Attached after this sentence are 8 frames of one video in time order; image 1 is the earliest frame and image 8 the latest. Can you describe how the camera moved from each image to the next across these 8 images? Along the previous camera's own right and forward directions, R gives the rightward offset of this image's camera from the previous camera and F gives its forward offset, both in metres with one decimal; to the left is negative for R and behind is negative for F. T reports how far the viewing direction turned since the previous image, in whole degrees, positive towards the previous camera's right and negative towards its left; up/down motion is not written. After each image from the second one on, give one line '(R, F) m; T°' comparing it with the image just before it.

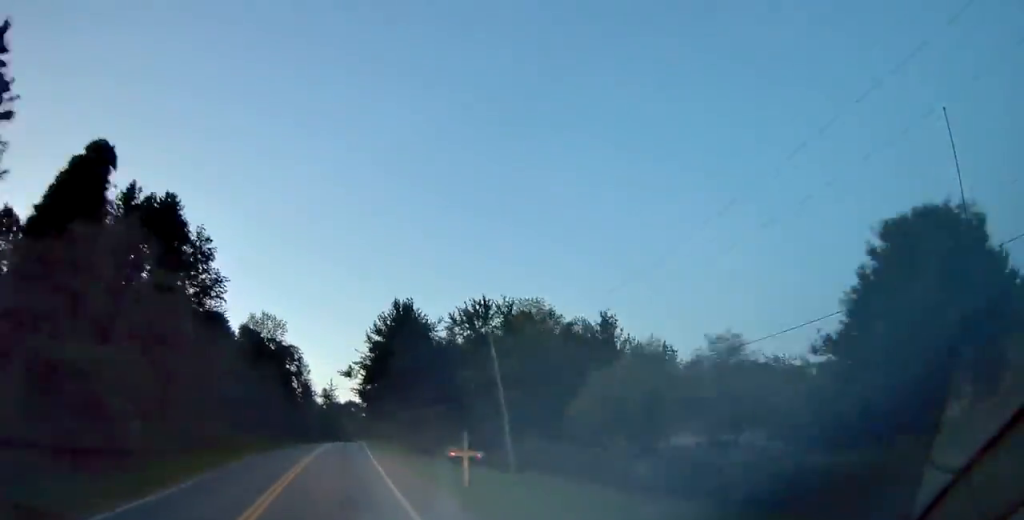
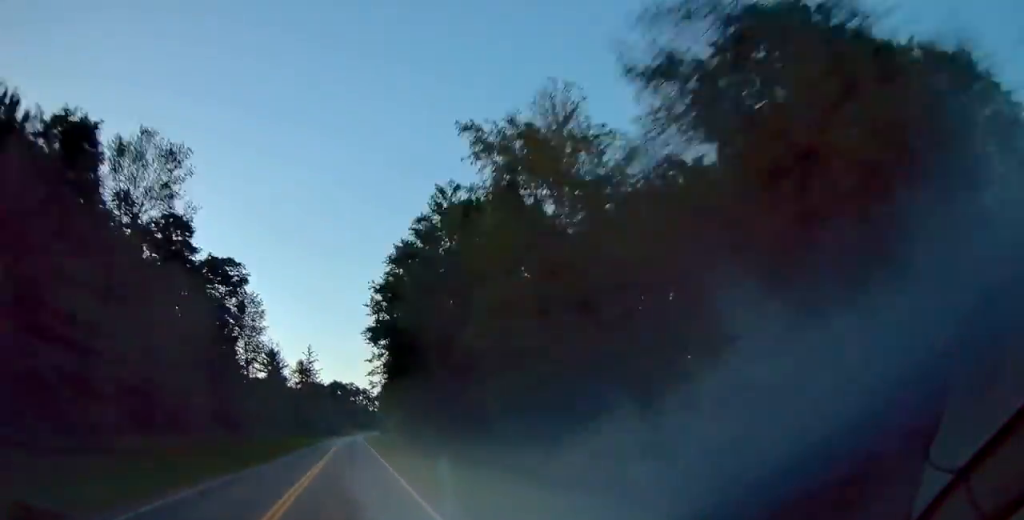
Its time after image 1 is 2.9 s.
(+2.0, +62.7) m; +2°
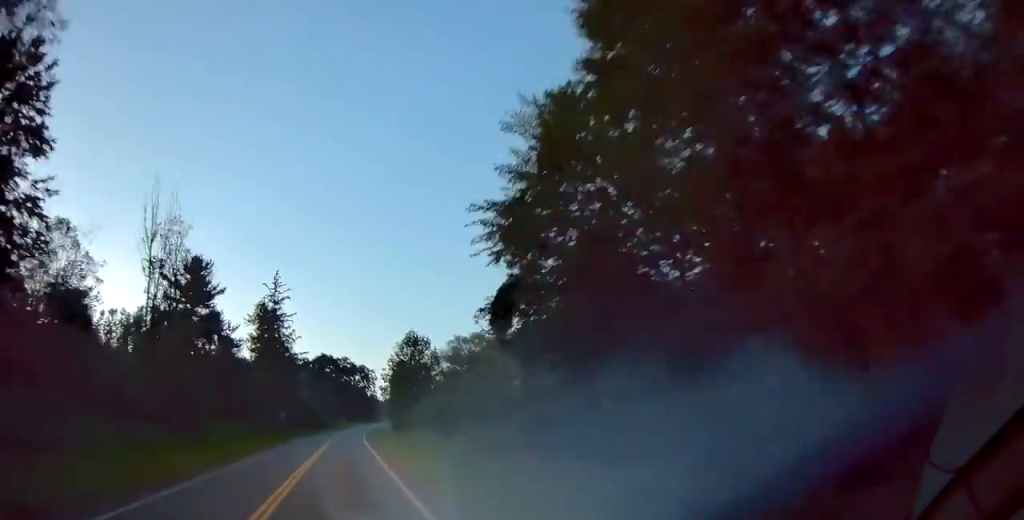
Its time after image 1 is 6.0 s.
(+0.2, +64.6) m; +1°
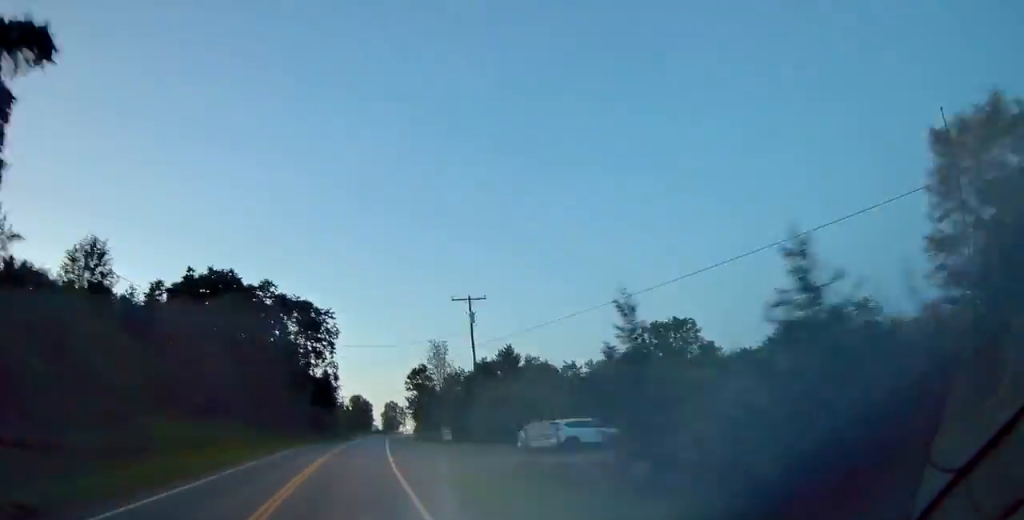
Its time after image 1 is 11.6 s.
(+6.1, +116.5) m; +7°
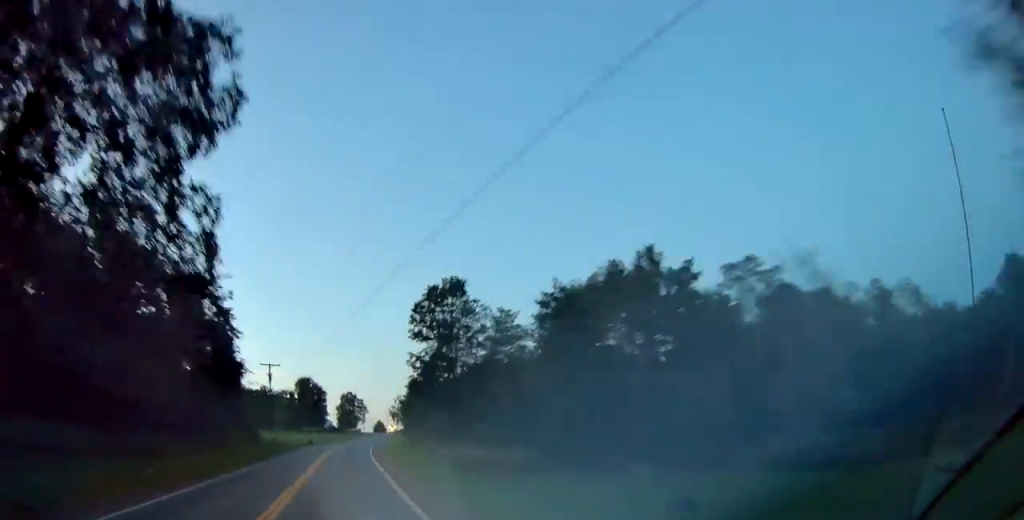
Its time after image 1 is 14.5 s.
(+1.9, +61.3) m; +4°
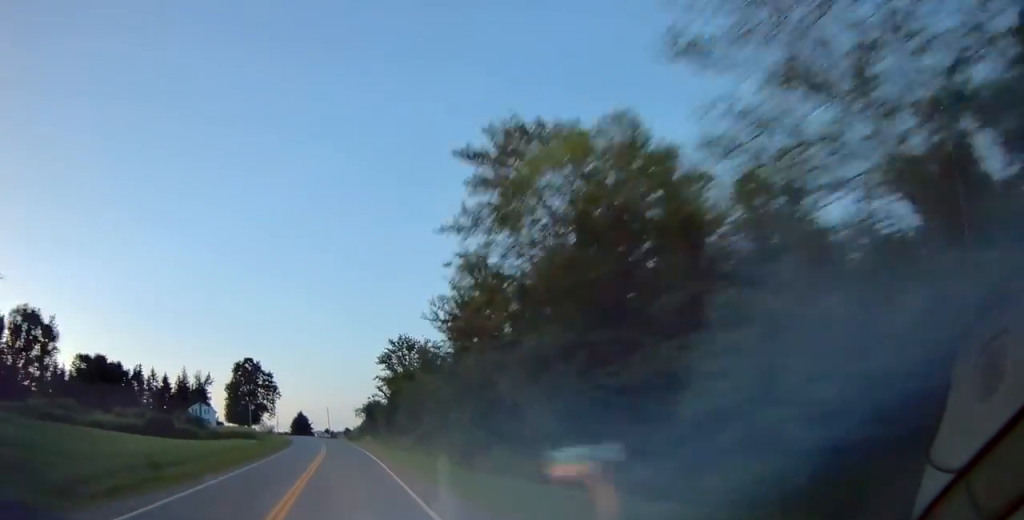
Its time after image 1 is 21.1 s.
(+9.6, +137.3) m; +4°
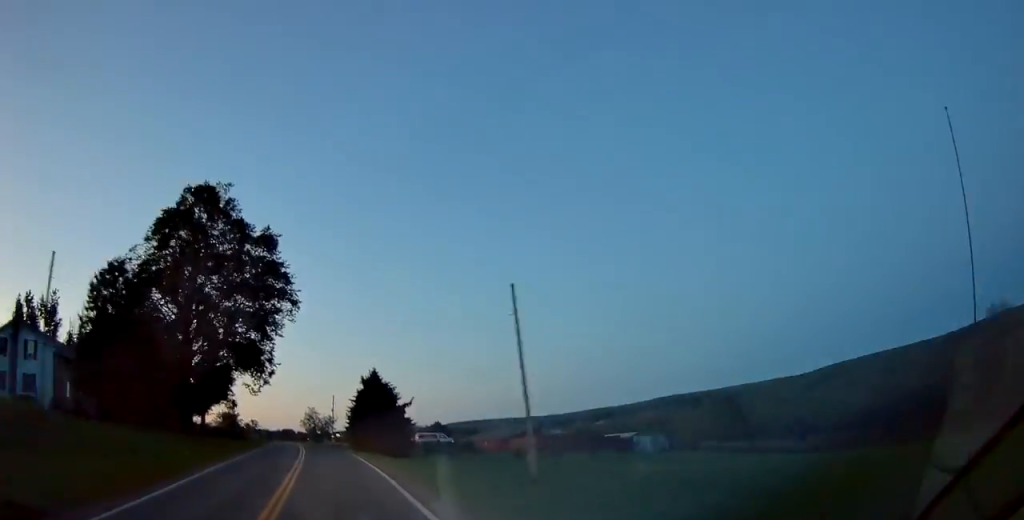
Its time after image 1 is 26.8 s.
(-7.1, +123.2) m; -8°
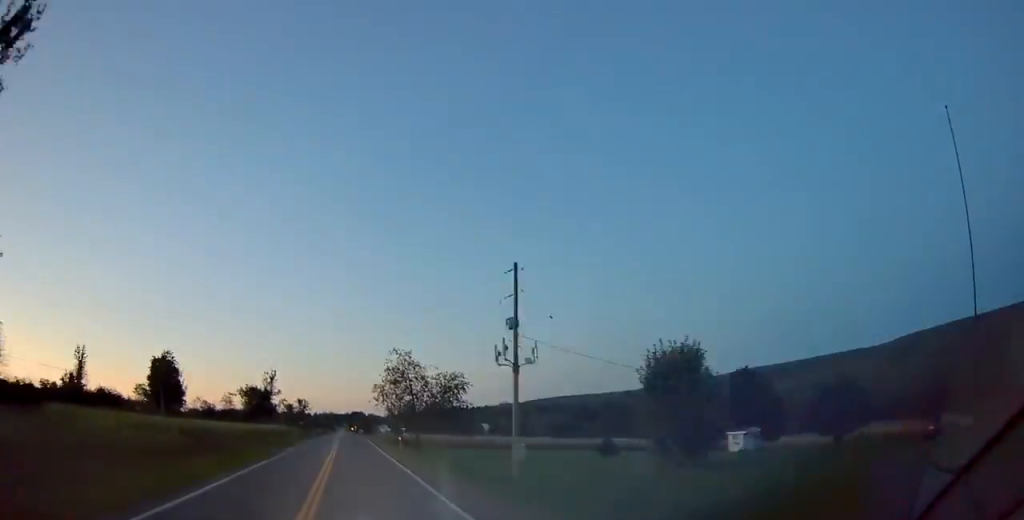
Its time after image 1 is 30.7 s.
(-5.3, +85.6) m; -5°
